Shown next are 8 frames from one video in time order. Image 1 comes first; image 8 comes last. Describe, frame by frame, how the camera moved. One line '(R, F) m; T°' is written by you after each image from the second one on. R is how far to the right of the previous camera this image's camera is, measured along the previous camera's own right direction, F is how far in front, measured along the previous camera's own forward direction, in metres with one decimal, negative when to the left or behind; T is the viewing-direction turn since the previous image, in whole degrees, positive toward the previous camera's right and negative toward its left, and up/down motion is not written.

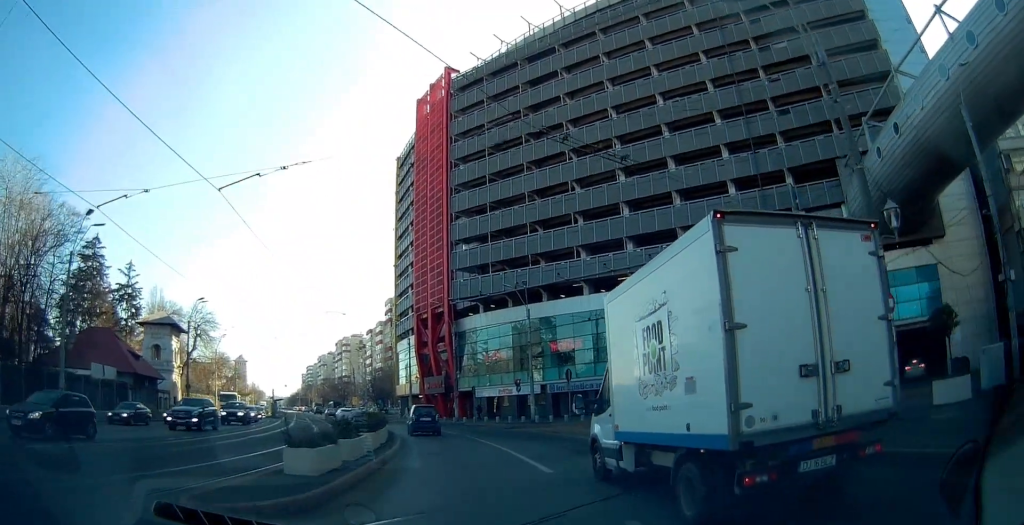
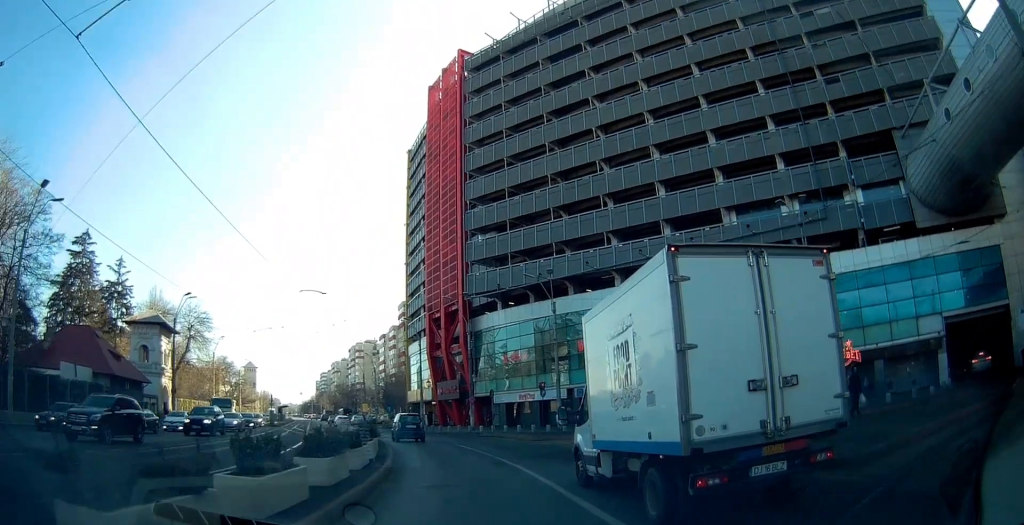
(0.0, +6.3) m; -2°
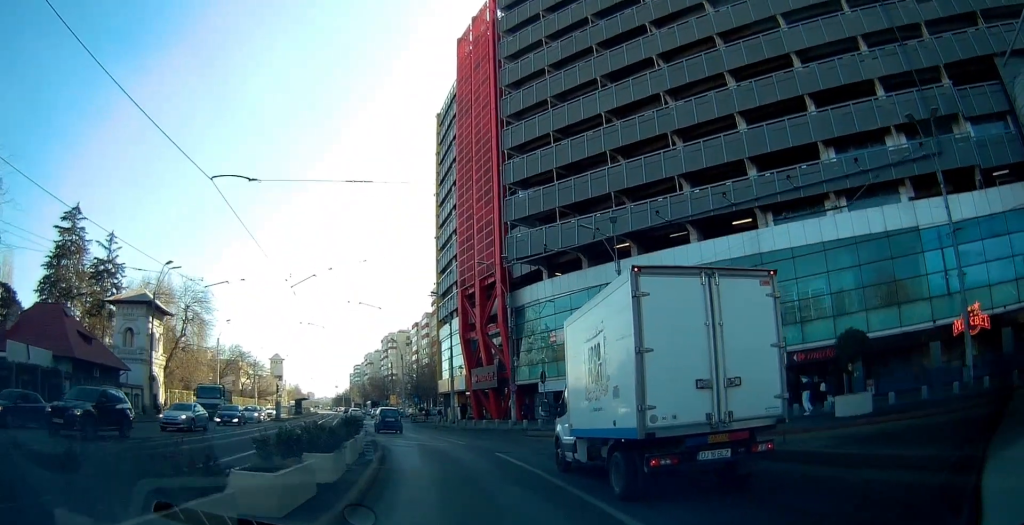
(-0.5, +10.1) m; -3°
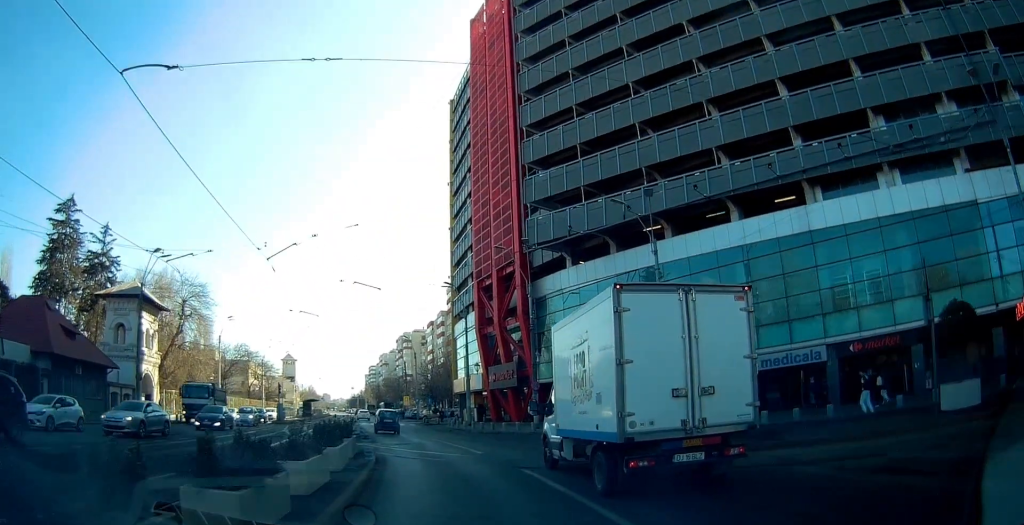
(0.0, +4.4) m; 0°
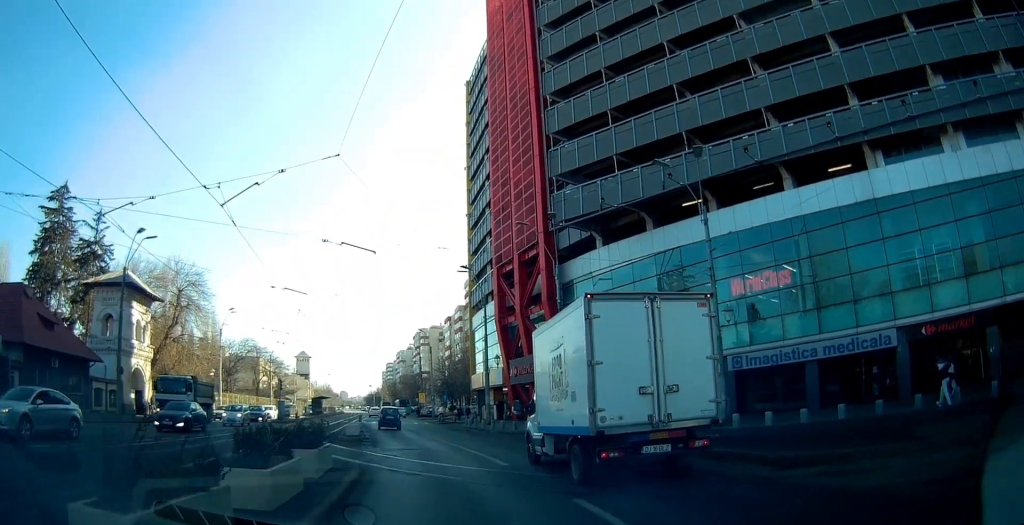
(+0.1, +4.9) m; -1°
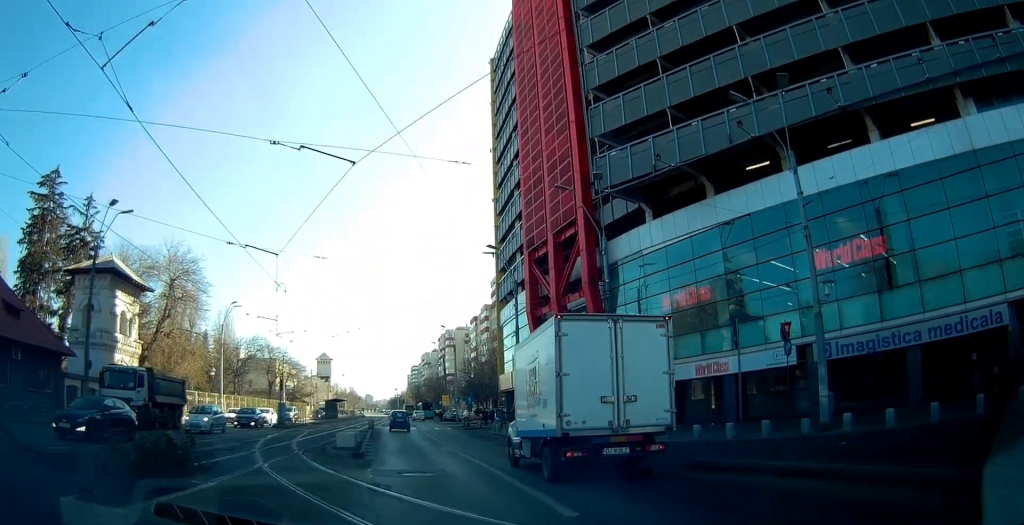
(-0.2, +6.4) m; -3°
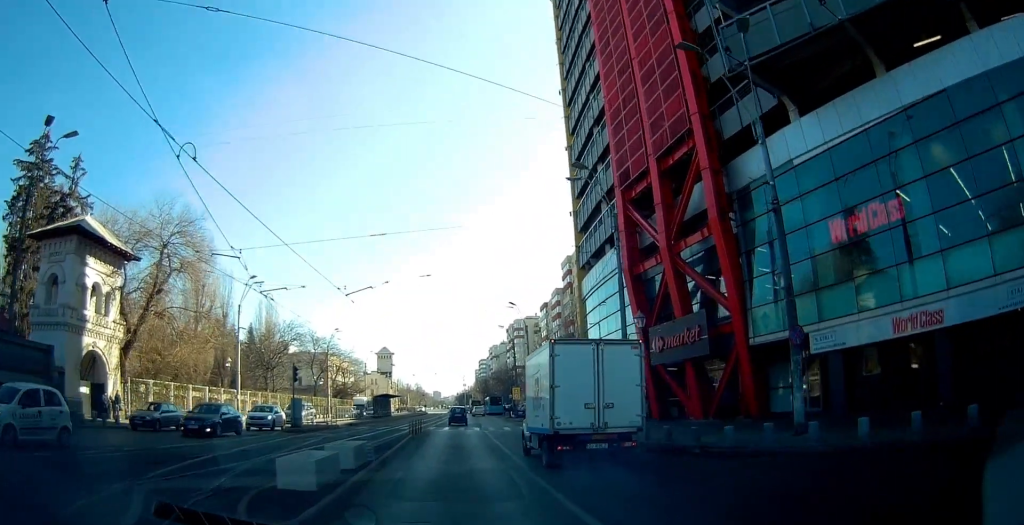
(-0.6, +11.0) m; -7°
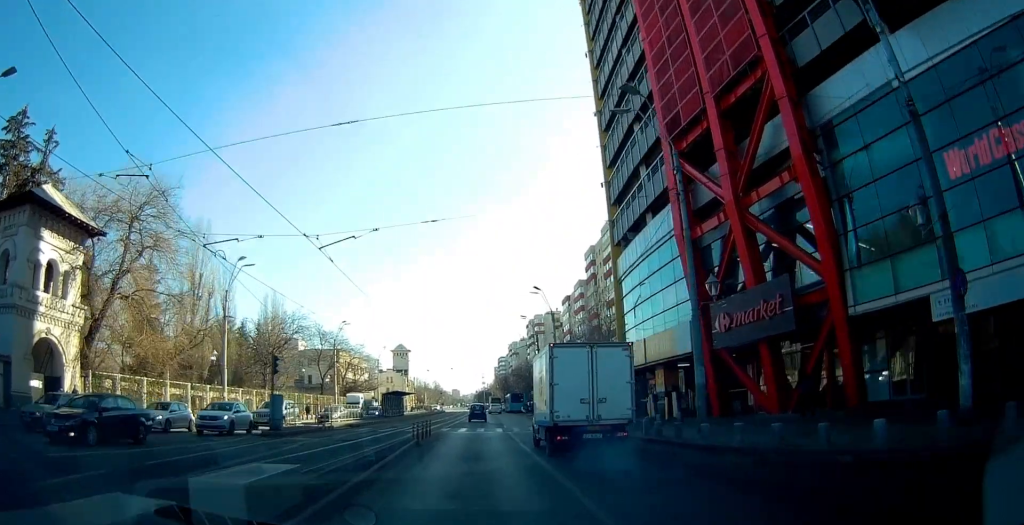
(-0.4, +6.2) m; 0°
